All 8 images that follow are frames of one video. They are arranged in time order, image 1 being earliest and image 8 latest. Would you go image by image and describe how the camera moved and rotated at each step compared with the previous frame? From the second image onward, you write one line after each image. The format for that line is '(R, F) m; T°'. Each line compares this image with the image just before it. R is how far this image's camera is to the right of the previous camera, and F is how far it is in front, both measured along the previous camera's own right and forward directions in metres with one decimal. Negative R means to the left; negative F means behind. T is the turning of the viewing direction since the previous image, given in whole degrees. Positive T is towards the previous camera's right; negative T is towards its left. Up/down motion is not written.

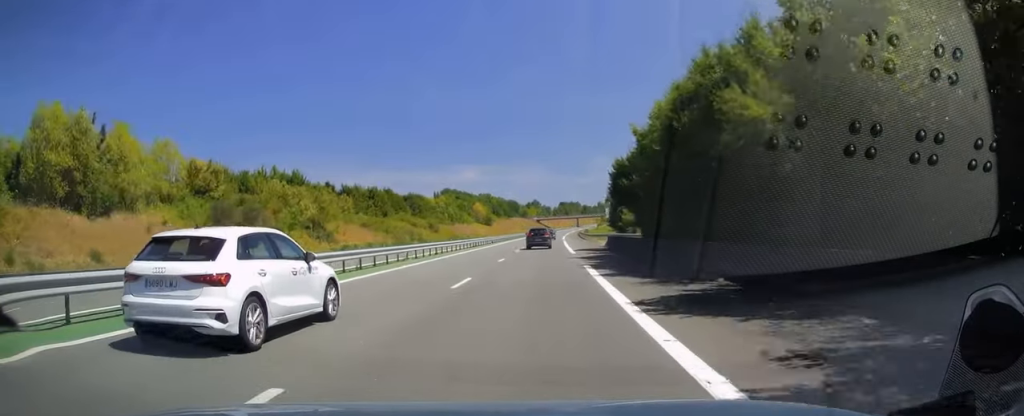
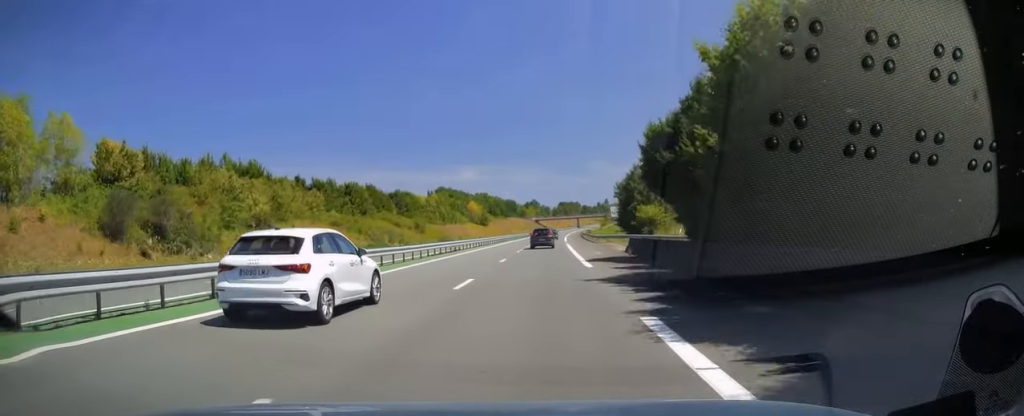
(0.0, +13.2) m; 0°
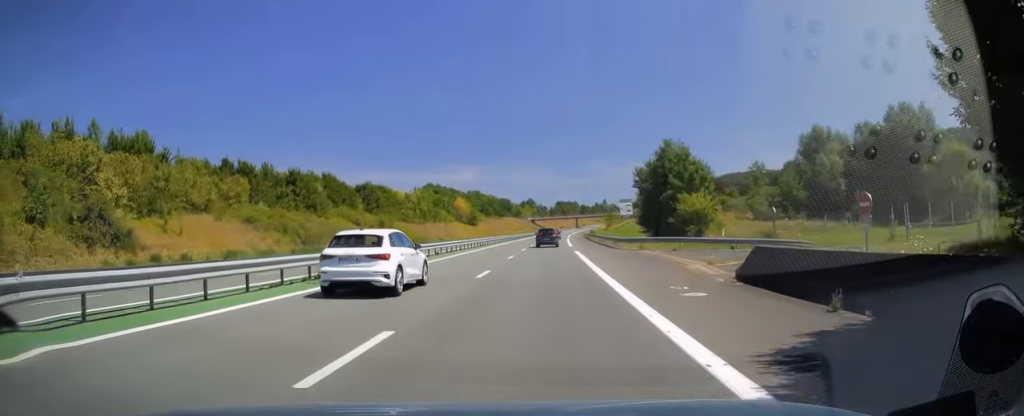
(0.0, +22.5) m; +1°
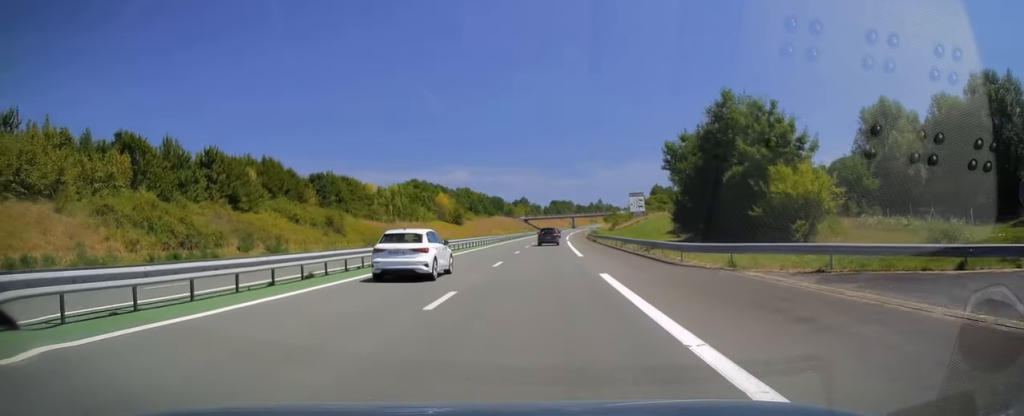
(+0.2, +20.5) m; 0°
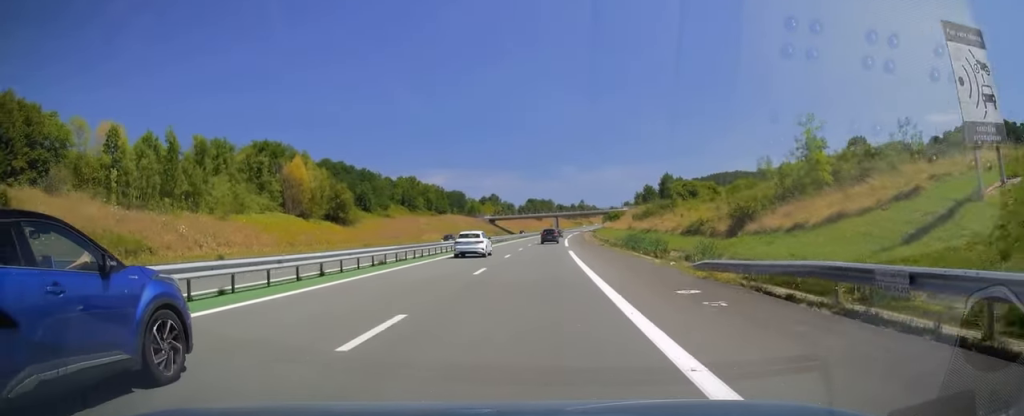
(+1.1, +81.6) m; +2°
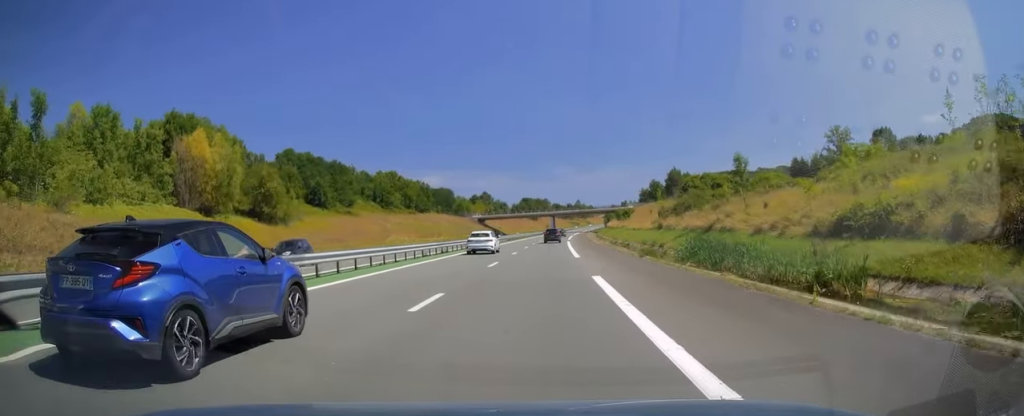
(+0.1, +22.5) m; +1°
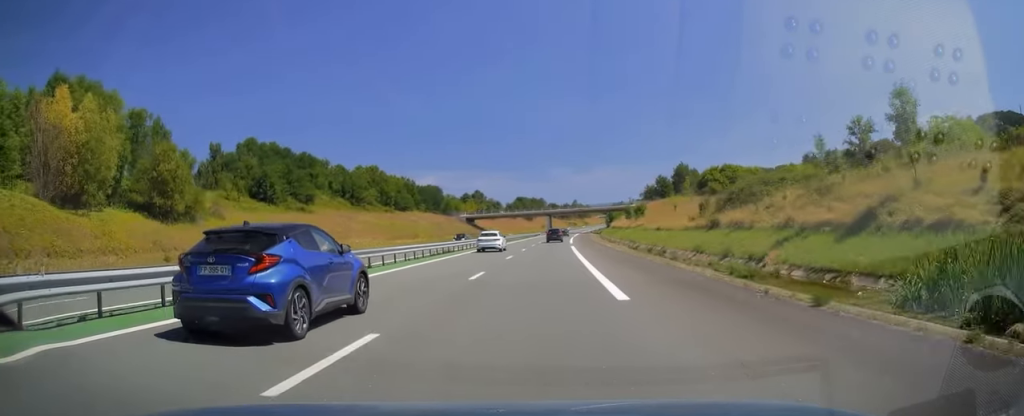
(+0.2, +18.5) m; 0°
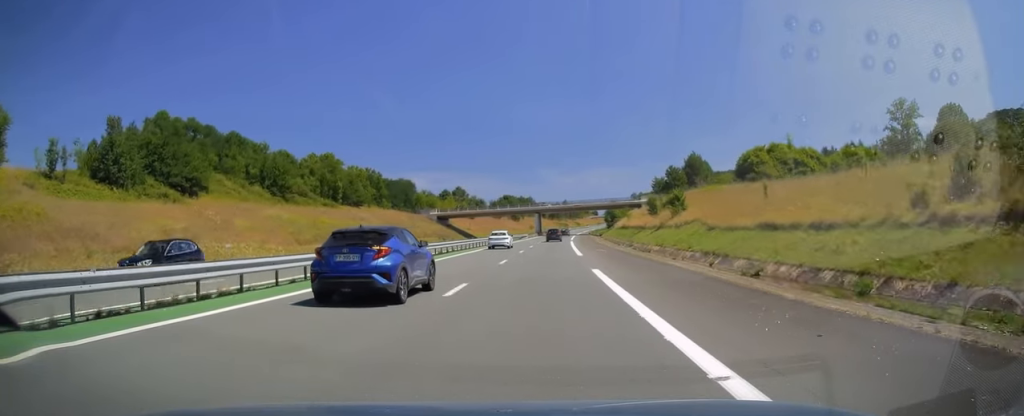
(0.0, +30.8) m; +1°
